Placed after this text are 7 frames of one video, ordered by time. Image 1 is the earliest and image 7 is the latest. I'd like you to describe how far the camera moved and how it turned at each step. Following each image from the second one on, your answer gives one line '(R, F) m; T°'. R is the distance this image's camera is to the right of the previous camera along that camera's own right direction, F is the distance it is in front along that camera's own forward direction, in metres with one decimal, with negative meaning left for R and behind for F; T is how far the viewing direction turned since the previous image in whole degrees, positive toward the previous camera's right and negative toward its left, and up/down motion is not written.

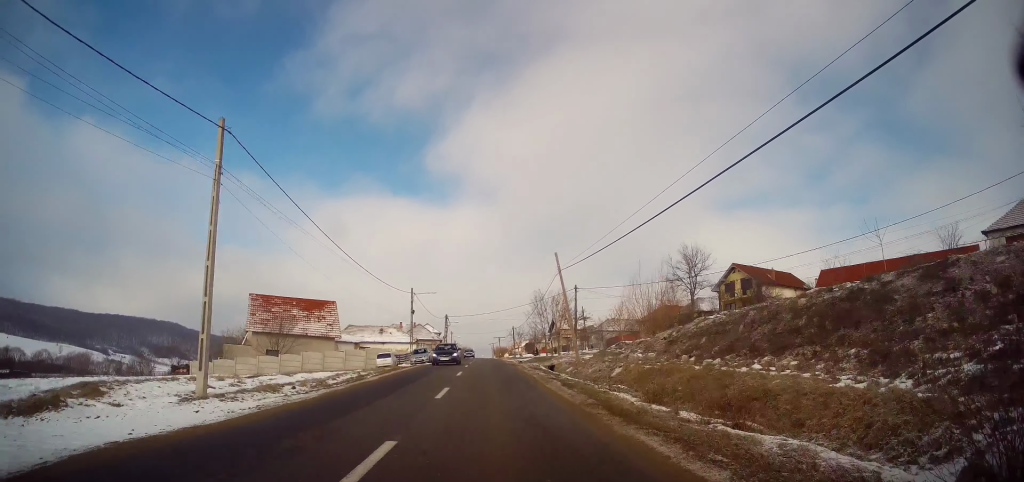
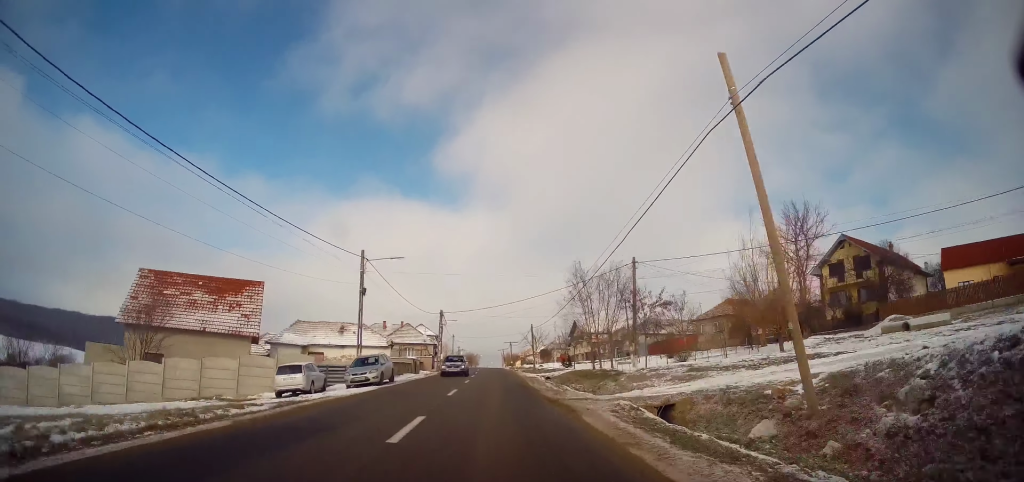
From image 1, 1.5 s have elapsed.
(-0.5, +23.5) m; -1°
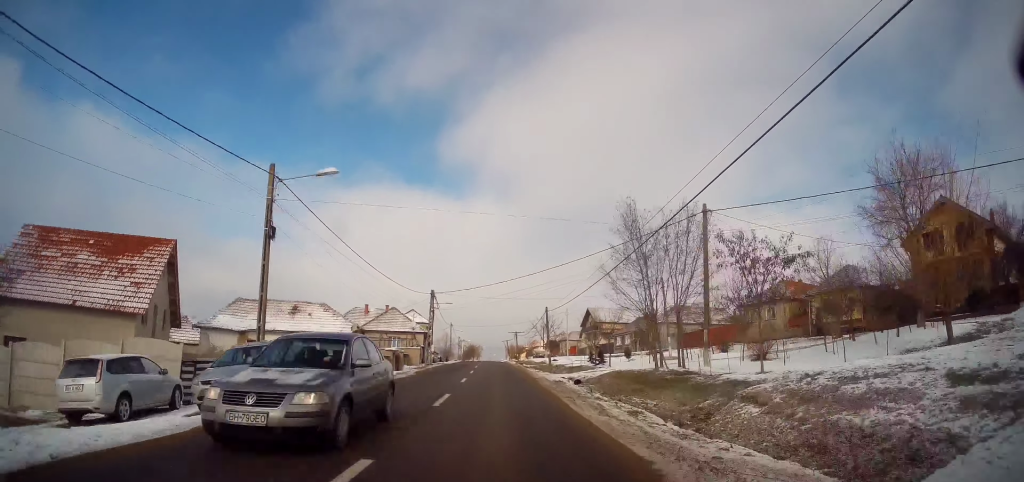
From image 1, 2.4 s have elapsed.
(0.0, +13.5) m; 0°
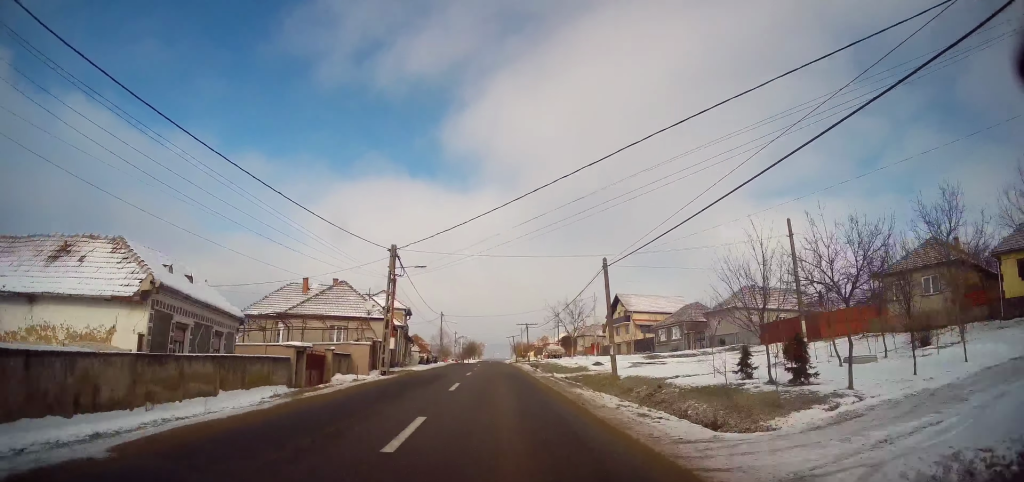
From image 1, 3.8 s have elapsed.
(0.0, +22.9) m; -1°
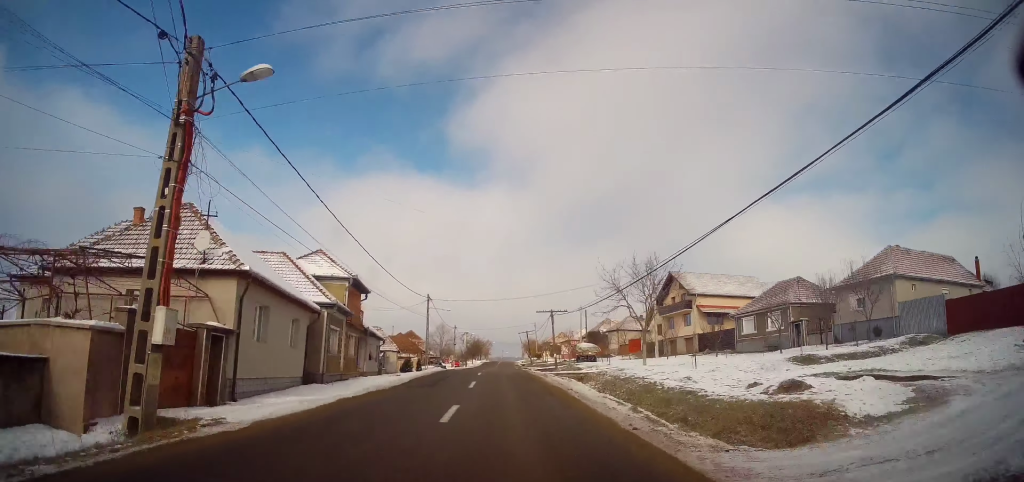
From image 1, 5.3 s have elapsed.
(-0.4, +23.7) m; -1°
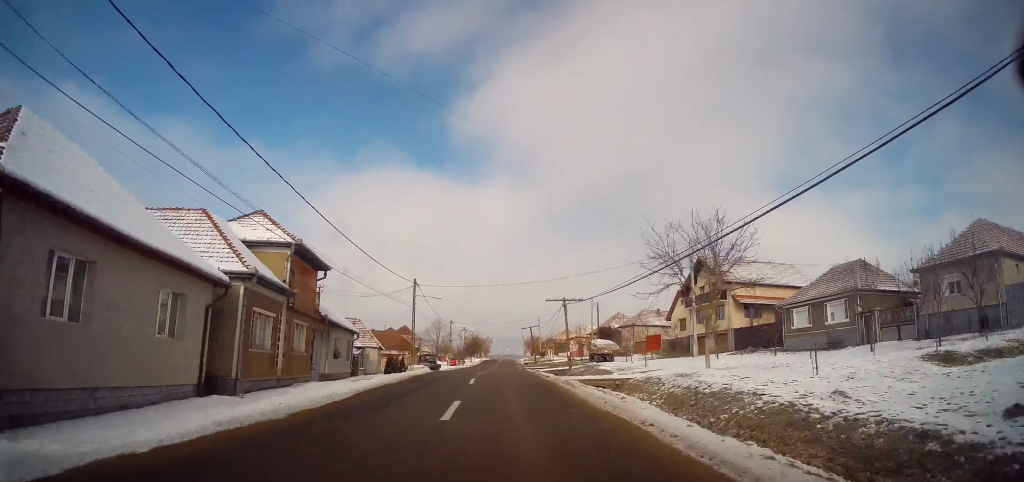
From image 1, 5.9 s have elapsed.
(0.0, +9.4) m; +1°
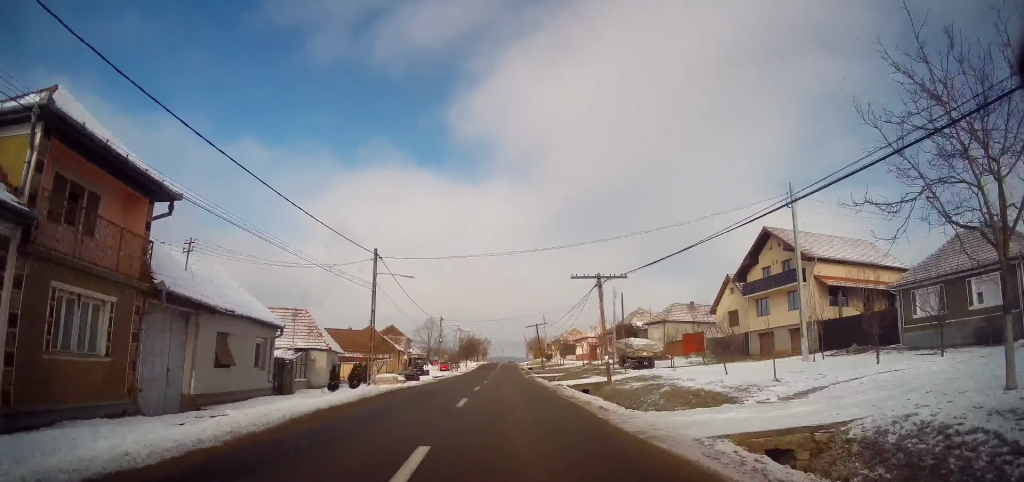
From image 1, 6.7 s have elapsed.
(+0.2, +14.5) m; +1°
